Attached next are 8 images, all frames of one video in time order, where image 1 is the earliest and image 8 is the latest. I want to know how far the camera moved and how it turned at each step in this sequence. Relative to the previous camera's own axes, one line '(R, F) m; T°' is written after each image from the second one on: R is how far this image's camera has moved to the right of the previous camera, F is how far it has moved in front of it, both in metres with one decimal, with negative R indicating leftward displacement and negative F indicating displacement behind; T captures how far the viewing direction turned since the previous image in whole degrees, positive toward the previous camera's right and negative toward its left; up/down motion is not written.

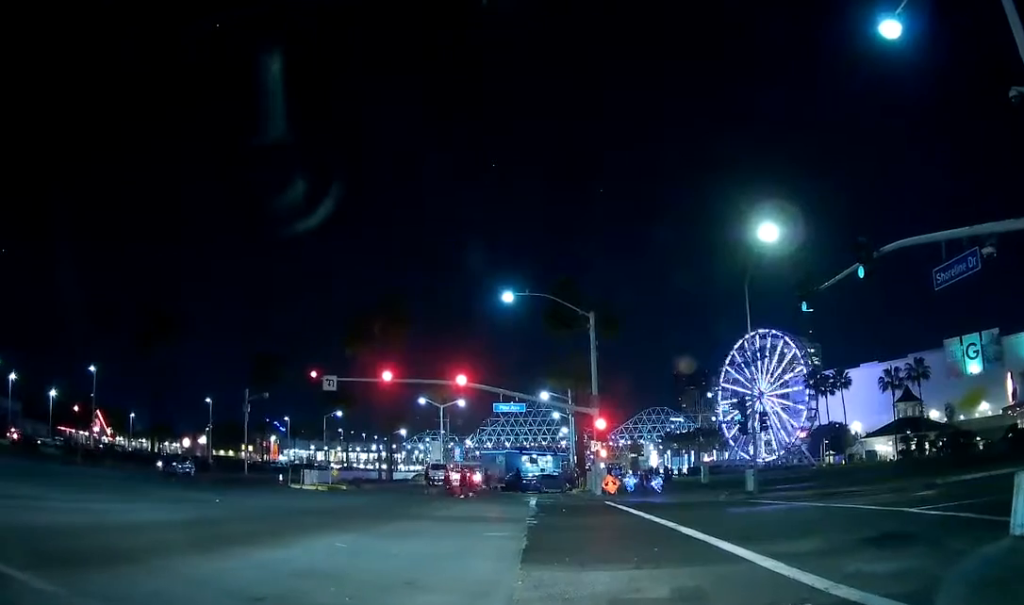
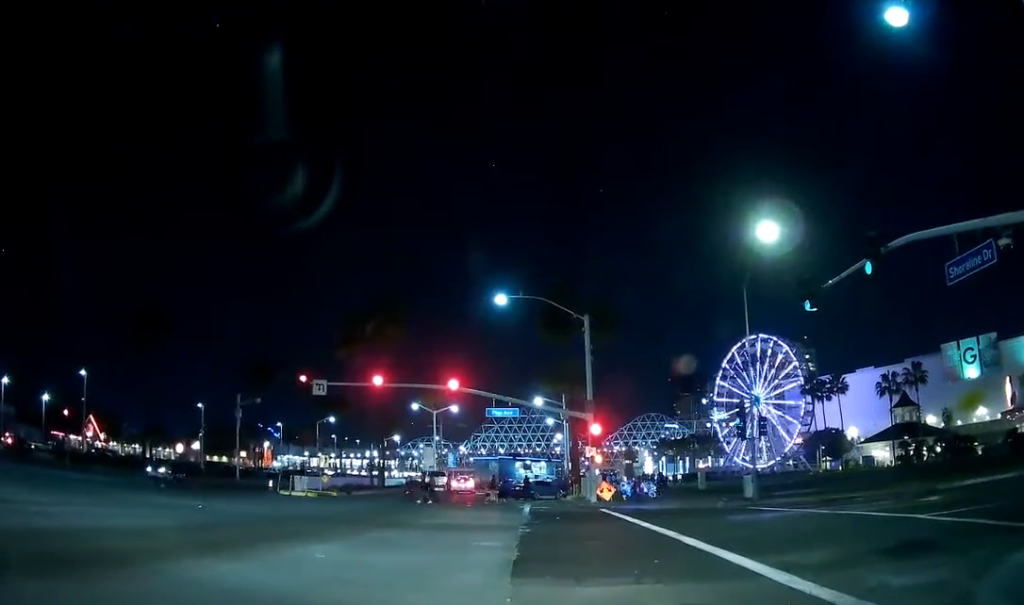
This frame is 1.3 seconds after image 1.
(+0.6, +1.0) m; 0°
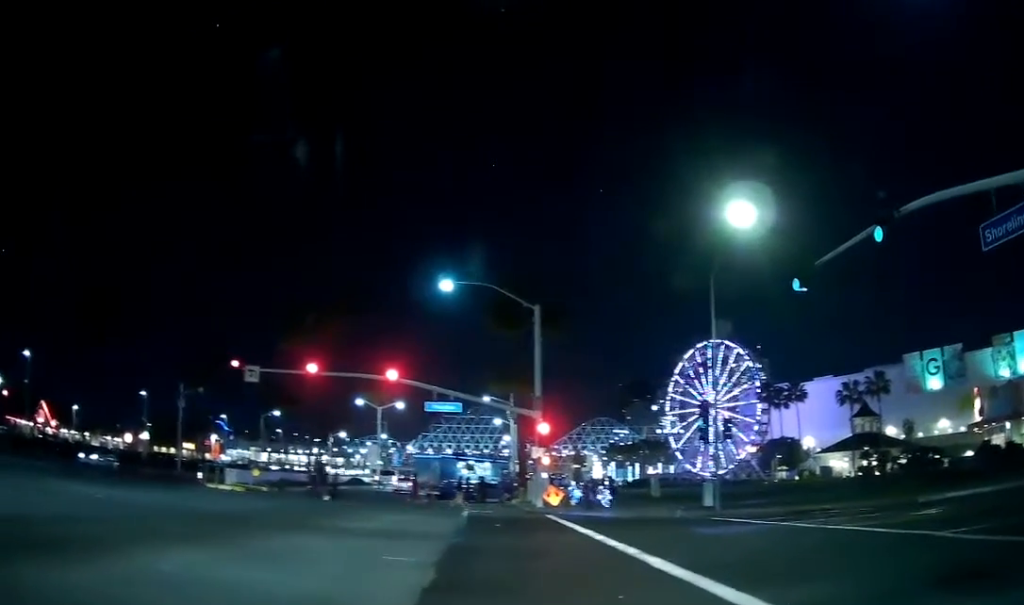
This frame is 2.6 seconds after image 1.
(0.0, +2.0) m; -1°
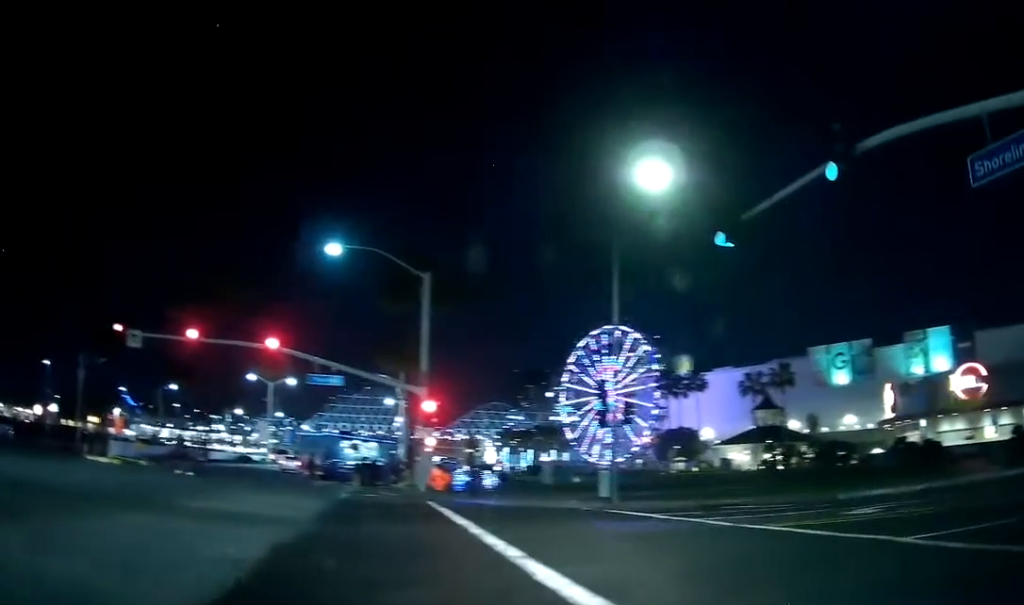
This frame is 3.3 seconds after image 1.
(0.0, +2.1) m; +3°
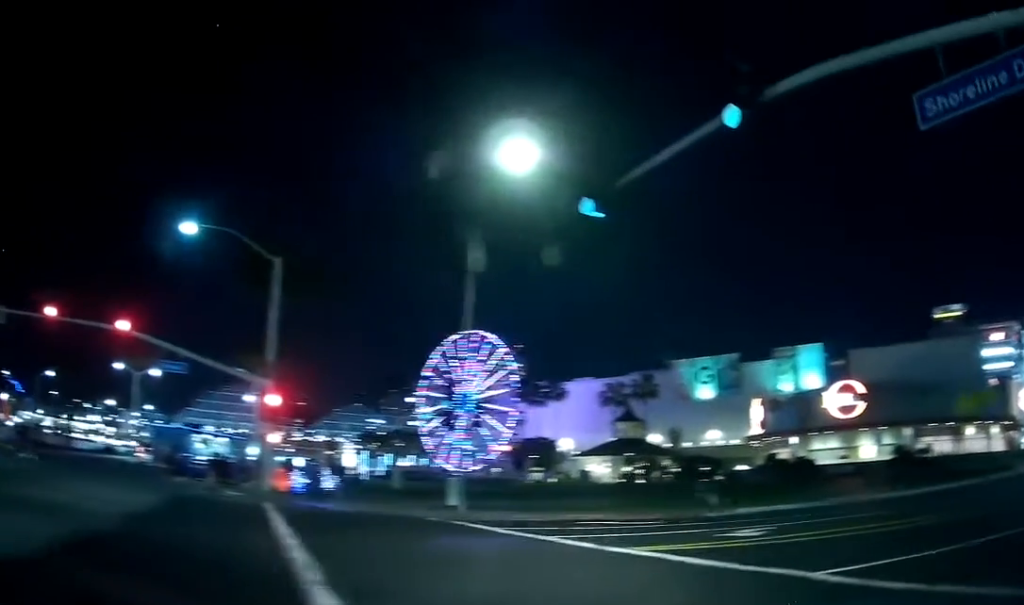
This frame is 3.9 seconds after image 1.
(-0.2, +2.5) m; +9°
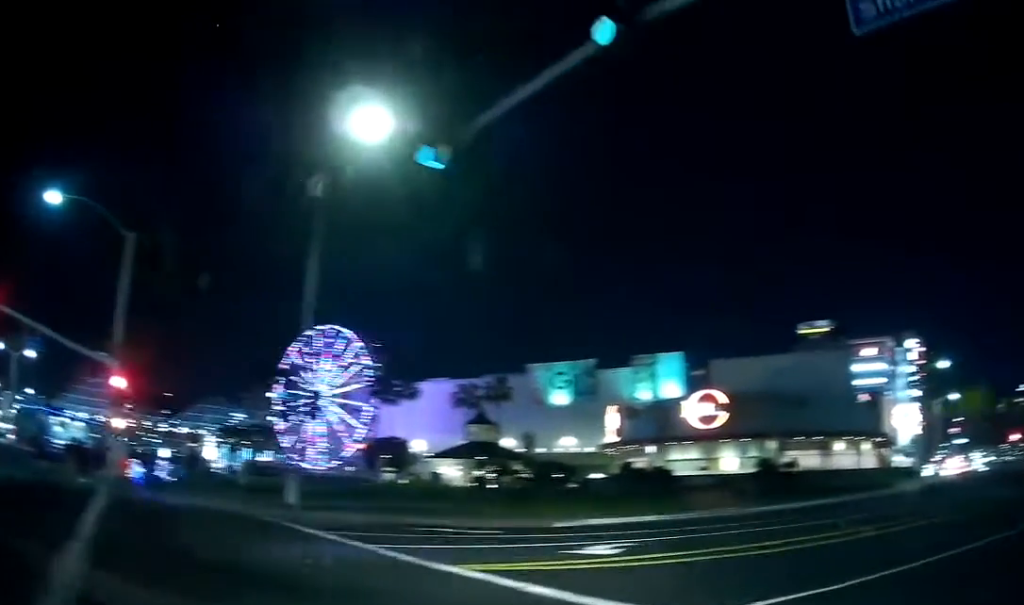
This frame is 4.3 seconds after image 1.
(+0.3, +2.3) m; +9°
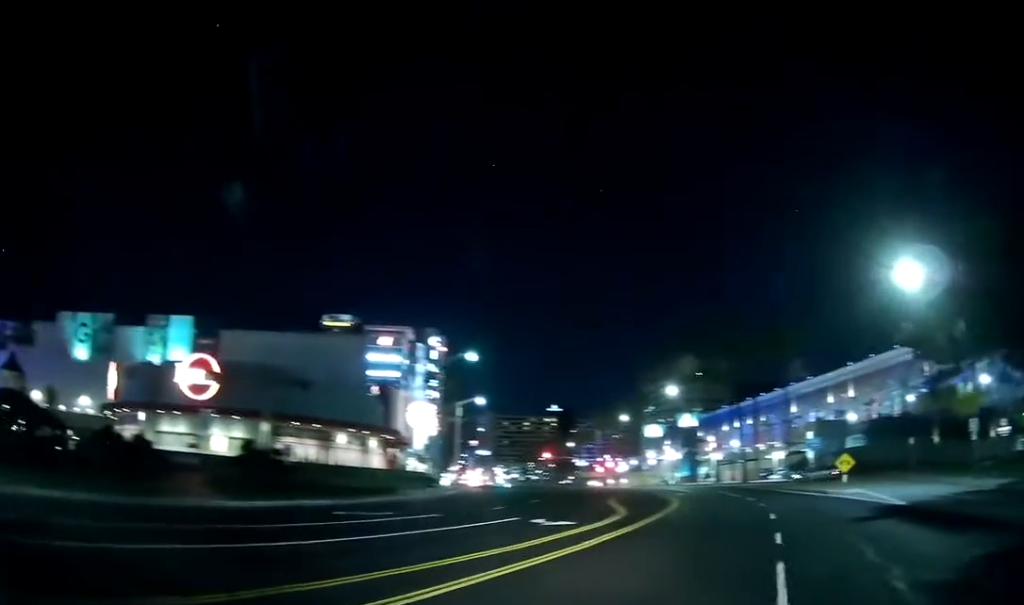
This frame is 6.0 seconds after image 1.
(+3.0, +10.1) m; +30°
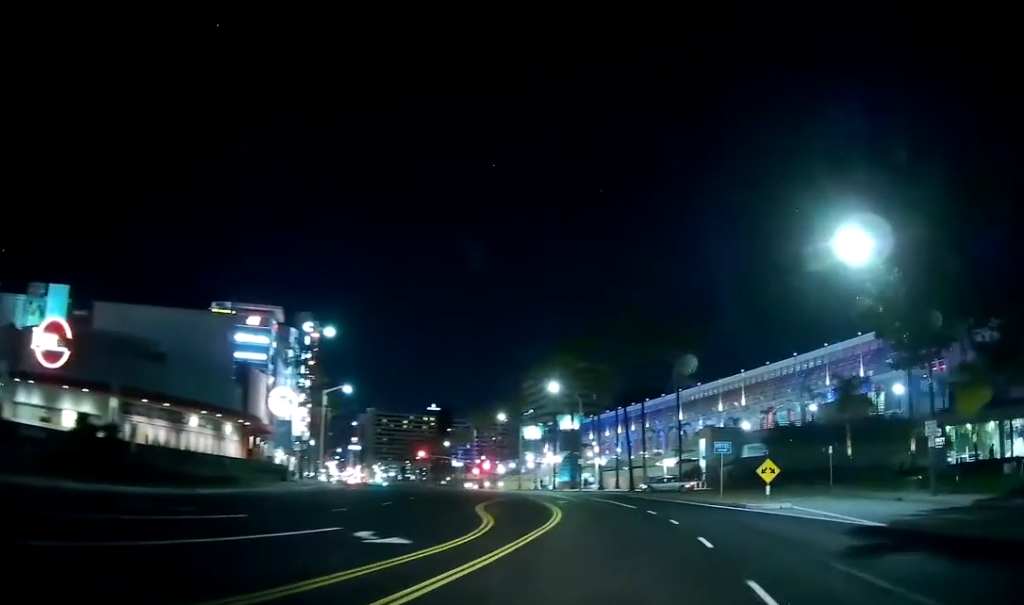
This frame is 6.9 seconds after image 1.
(+0.6, +6.6) m; +9°
